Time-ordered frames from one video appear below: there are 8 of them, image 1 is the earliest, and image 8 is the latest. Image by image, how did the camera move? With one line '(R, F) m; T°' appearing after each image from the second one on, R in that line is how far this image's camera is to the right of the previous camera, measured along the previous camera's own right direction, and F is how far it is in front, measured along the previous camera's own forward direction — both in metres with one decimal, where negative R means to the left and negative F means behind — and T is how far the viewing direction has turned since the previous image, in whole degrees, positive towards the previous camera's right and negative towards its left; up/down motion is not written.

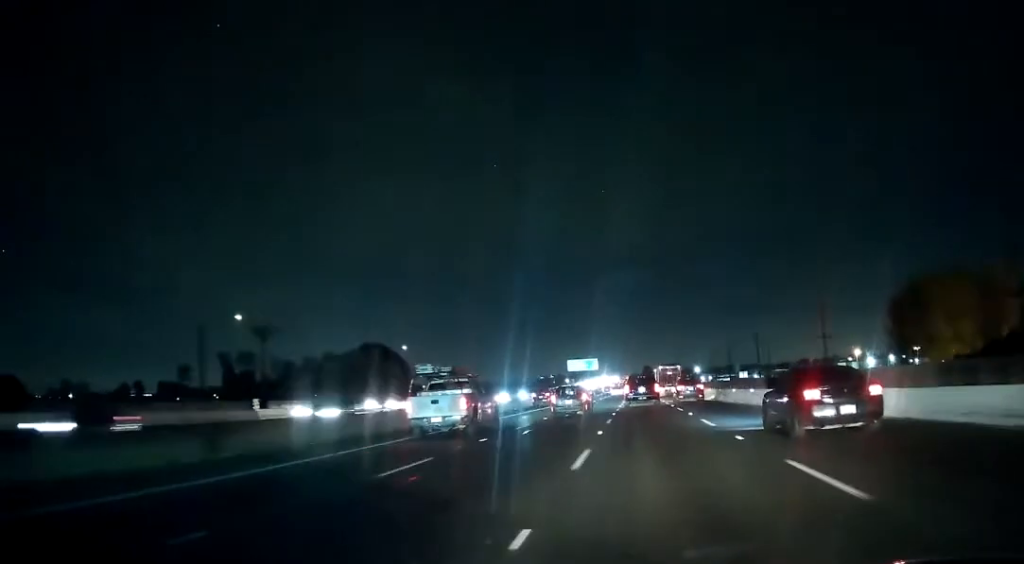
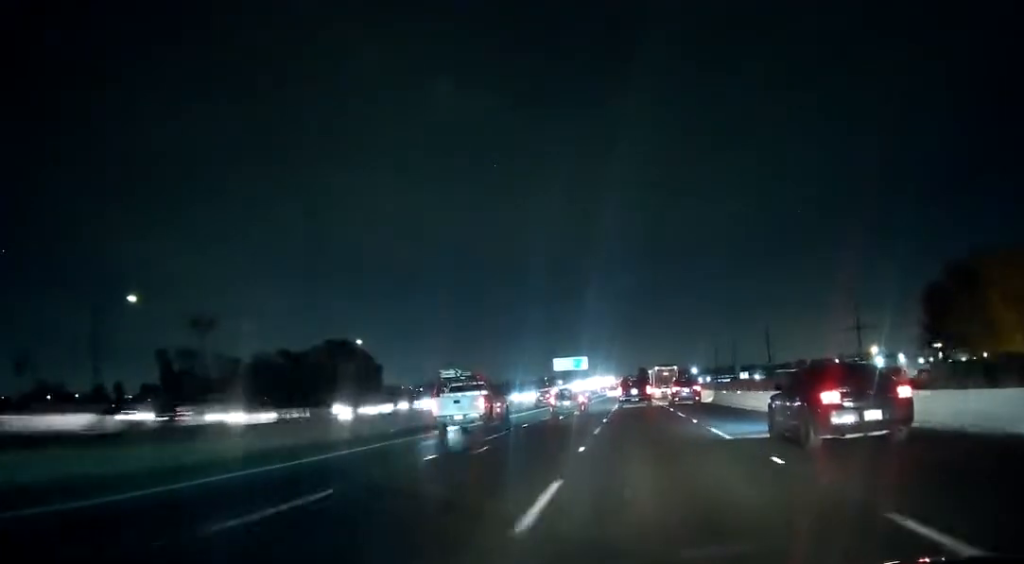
(0.0, +19.7) m; 0°
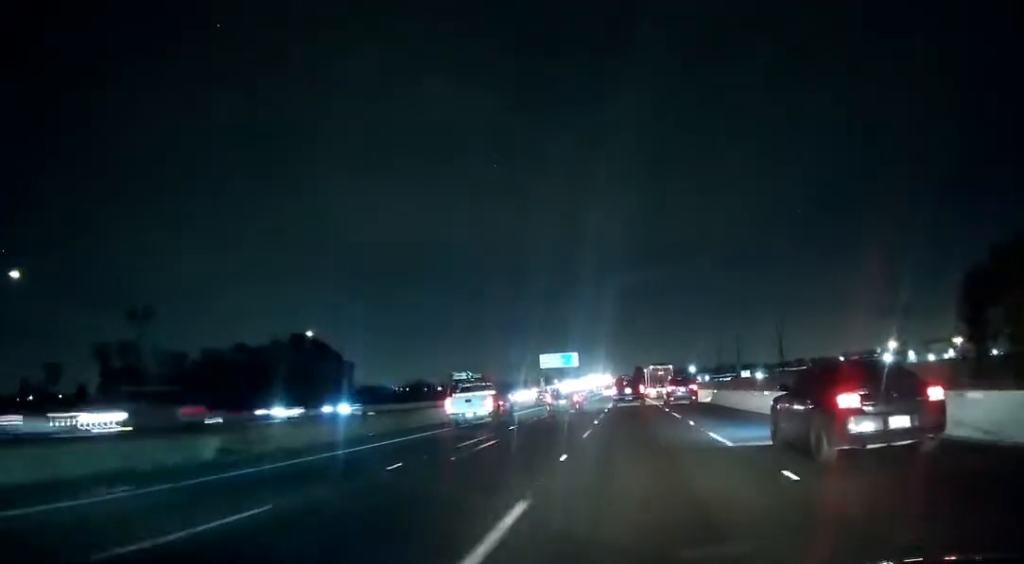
(0.0, +15.8) m; 0°
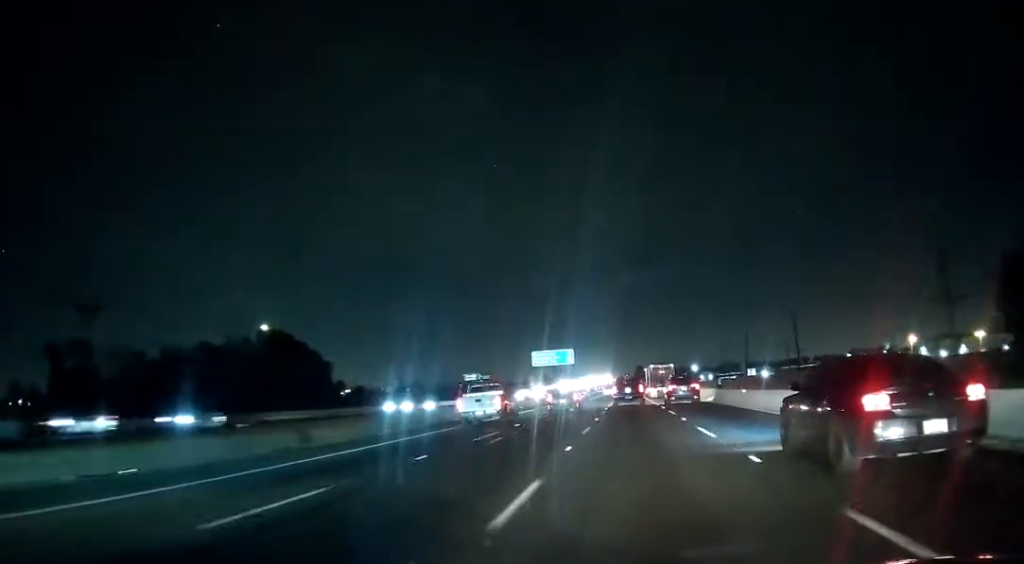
(0.0, +12.6) m; 0°
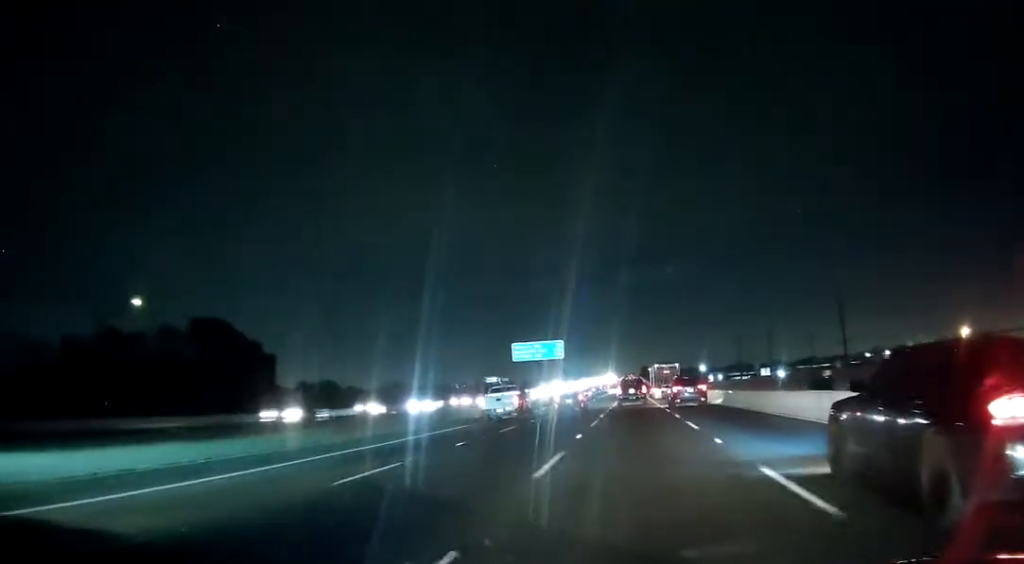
(0.0, +24.7) m; 0°
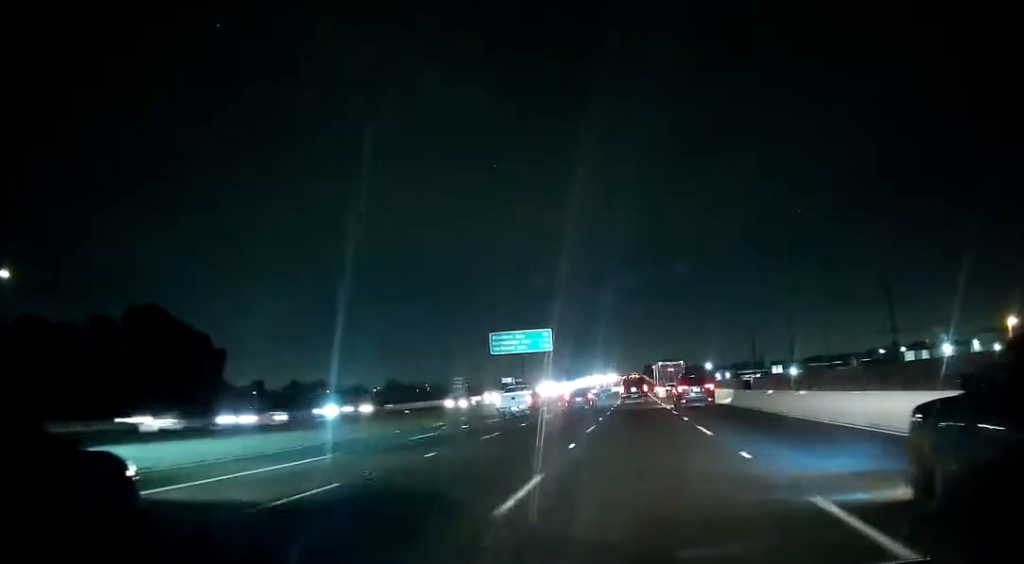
(+0.1, +17.1) m; 0°
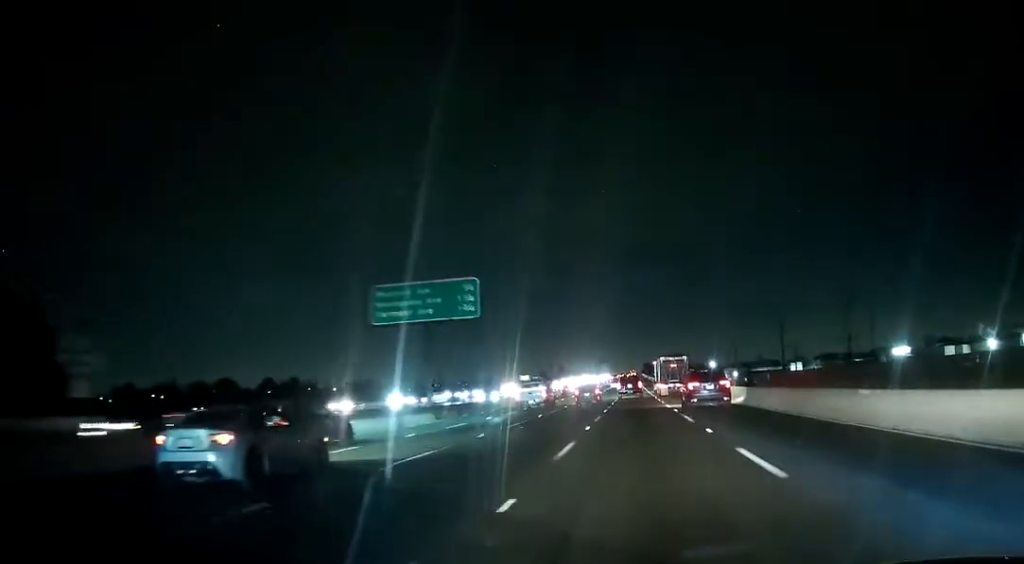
(-0.2, +38.3) m; 0°
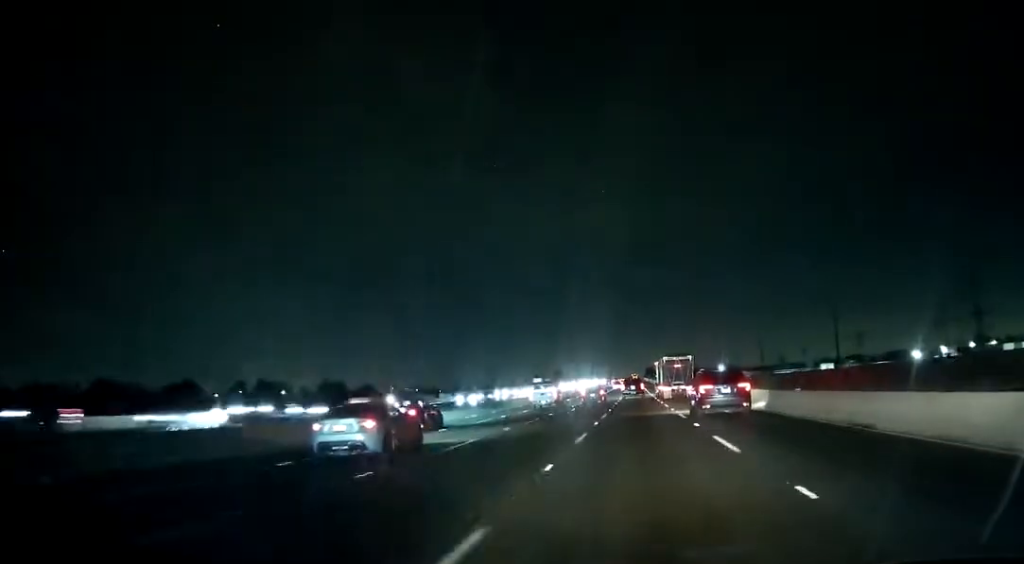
(+0.1, +39.3) m; 0°
